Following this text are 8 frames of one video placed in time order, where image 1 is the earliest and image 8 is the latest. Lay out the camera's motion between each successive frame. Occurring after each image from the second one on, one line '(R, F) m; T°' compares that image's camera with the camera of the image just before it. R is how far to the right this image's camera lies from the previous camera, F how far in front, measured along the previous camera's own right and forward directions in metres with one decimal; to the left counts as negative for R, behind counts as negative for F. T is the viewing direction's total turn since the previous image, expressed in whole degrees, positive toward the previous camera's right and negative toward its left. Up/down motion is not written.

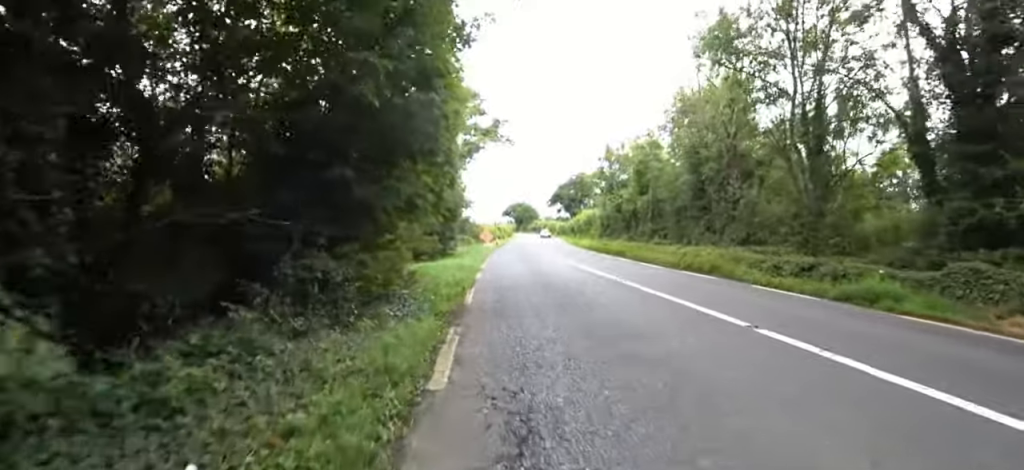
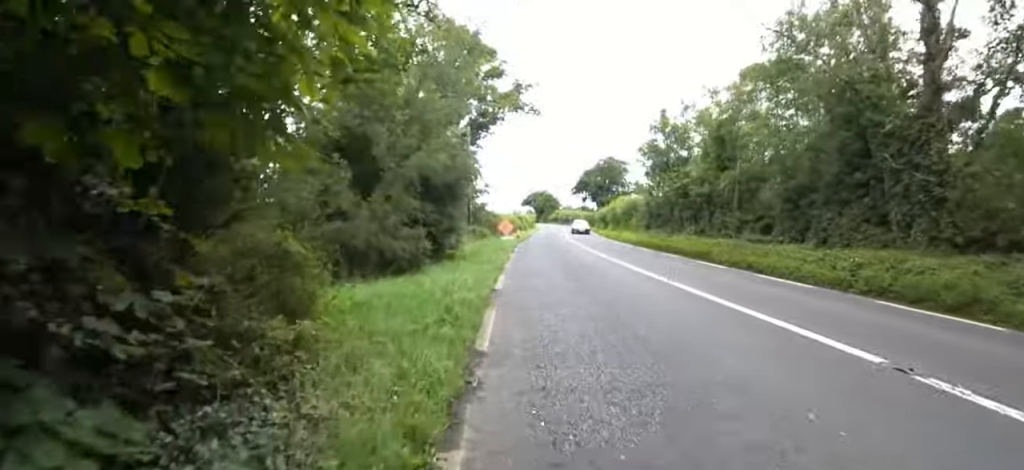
(-0.1, +7.0) m; -1°
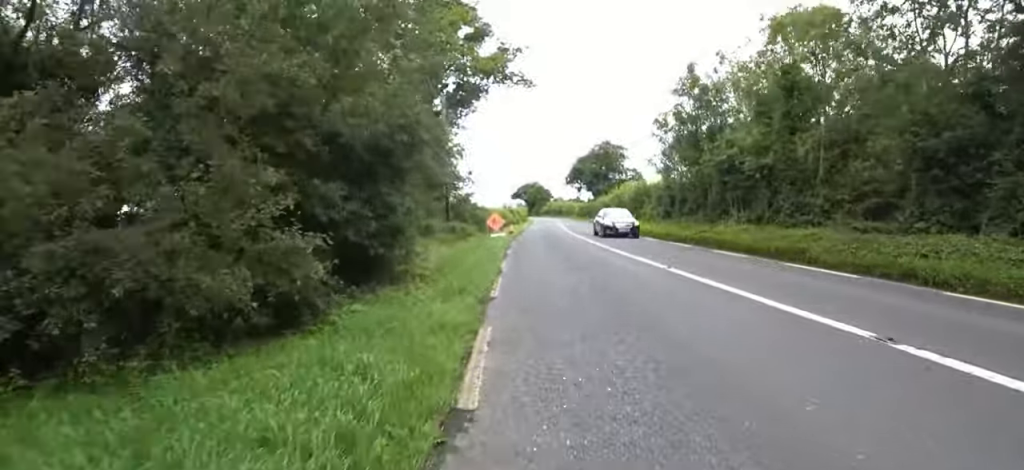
(-0.2, +5.6) m; +5°
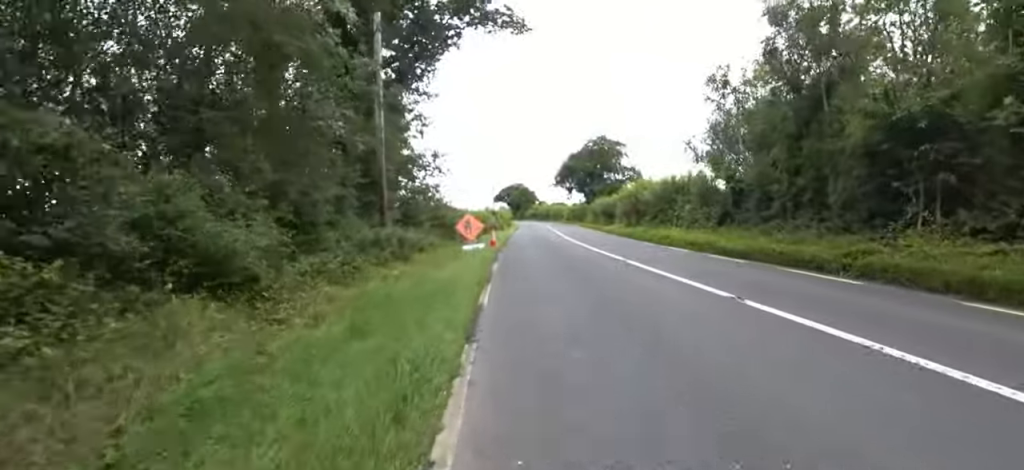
(+1.2, +8.7) m; +2°
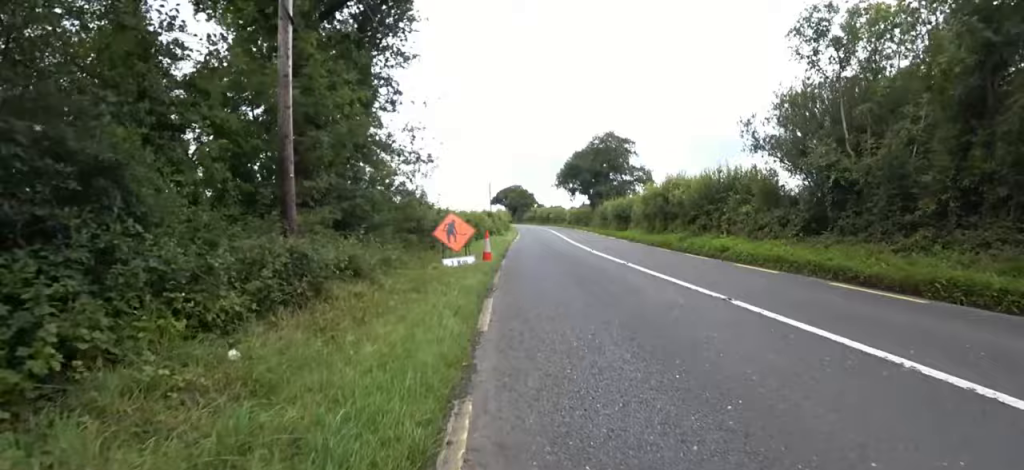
(-0.2, +5.2) m; -8°
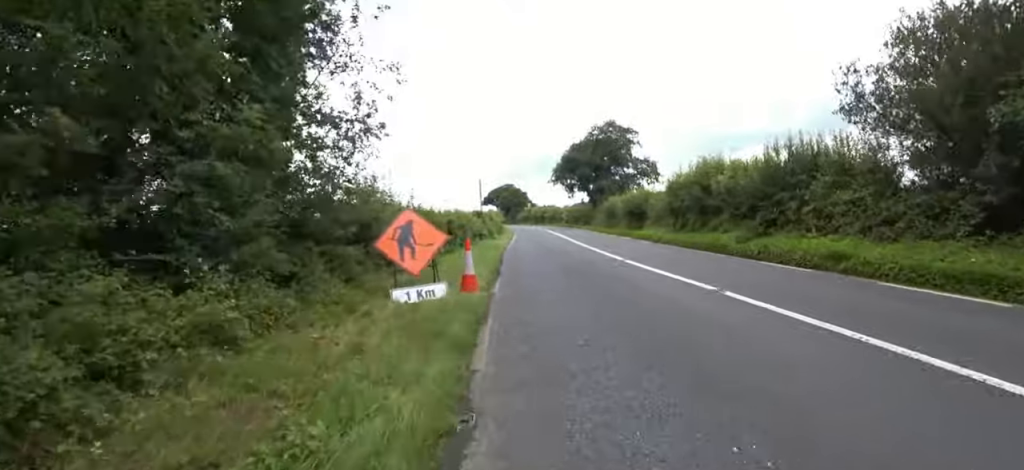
(-1.2, +5.2) m; 0°
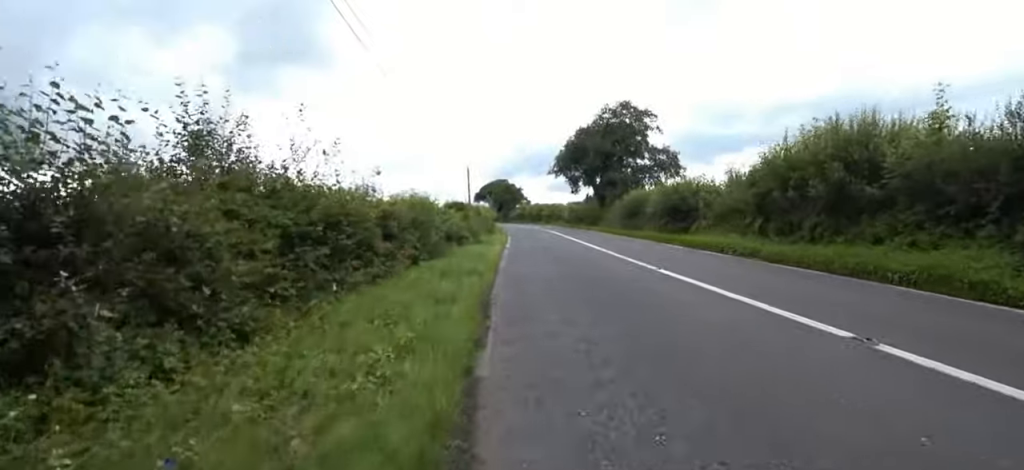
(+1.8, +8.4) m; +8°
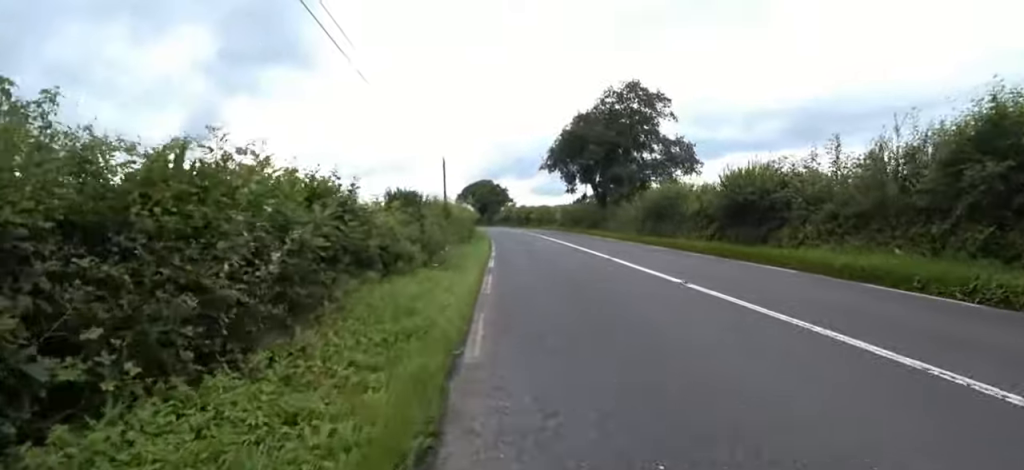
(-0.5, +8.1) m; -1°
